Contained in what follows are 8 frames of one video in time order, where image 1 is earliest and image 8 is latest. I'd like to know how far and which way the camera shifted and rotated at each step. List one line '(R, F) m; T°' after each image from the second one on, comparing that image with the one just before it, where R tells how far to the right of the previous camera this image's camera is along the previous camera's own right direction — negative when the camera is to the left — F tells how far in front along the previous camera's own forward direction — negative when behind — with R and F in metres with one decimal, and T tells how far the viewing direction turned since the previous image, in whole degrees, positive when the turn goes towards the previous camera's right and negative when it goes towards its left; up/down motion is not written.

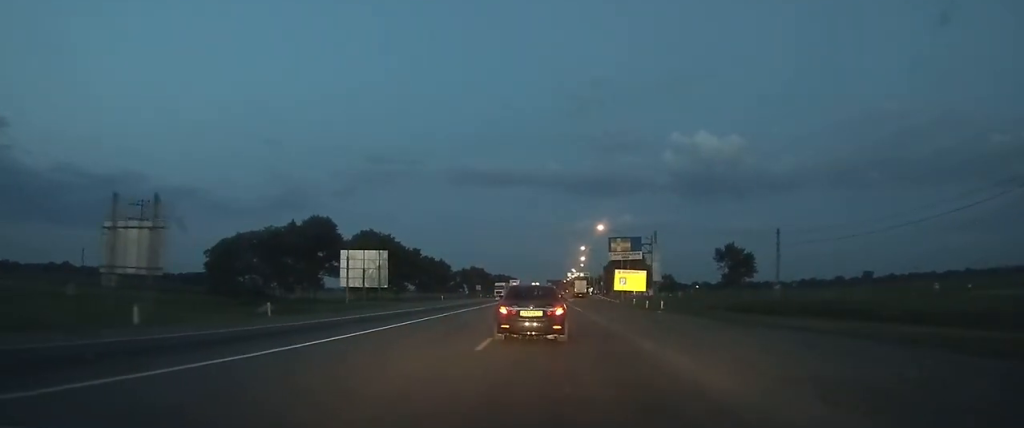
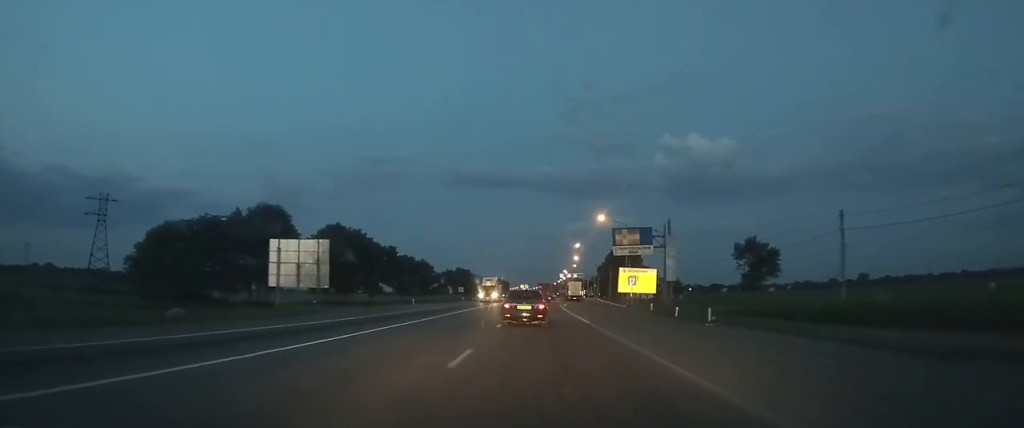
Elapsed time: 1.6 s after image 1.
(+0.1, +13.1) m; +1°
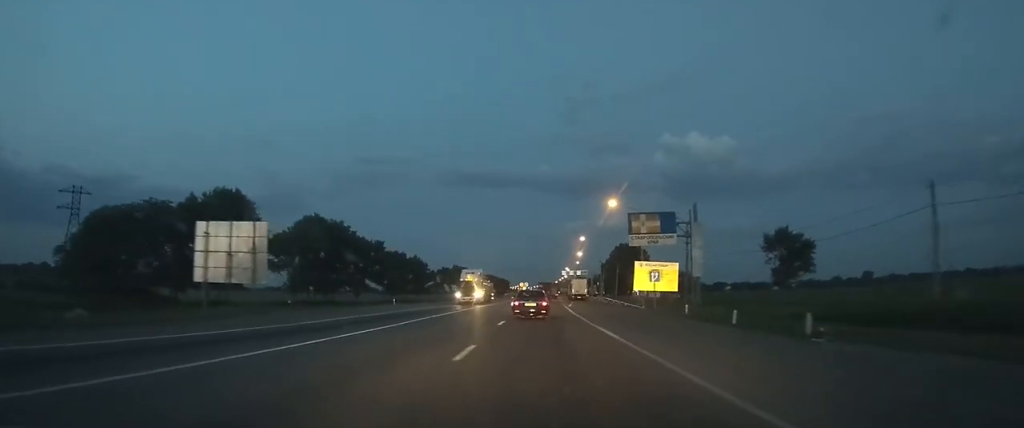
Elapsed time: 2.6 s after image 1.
(+0.1, +10.1) m; +1°
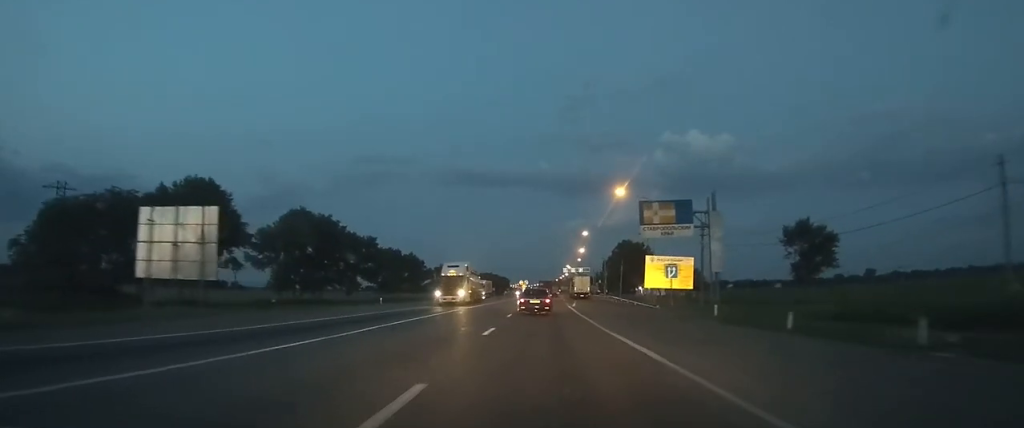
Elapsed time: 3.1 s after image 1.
(0.0, +5.5) m; +1°
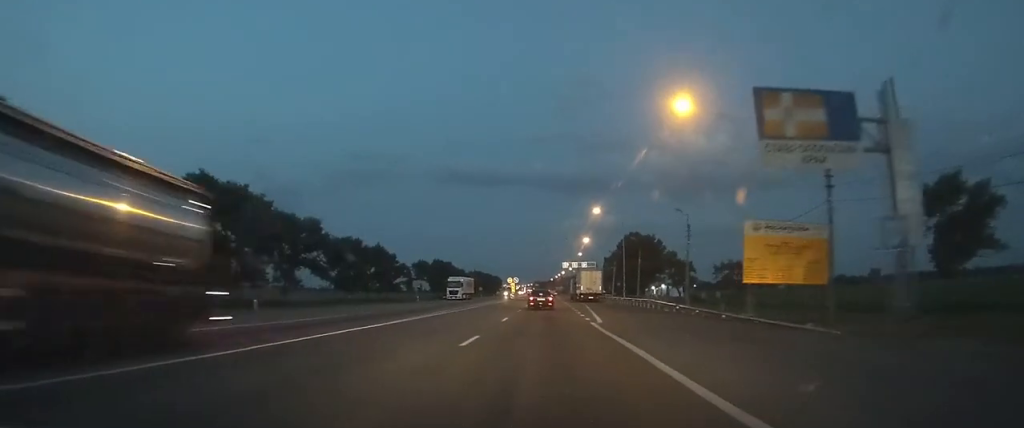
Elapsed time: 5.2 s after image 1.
(+0.3, +27.2) m; +2°
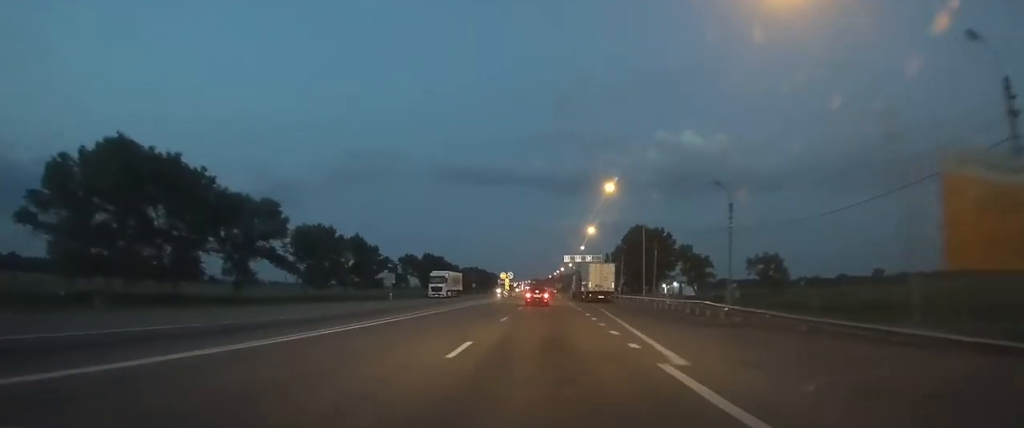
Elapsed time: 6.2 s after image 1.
(+0.2, +14.5) m; +1°
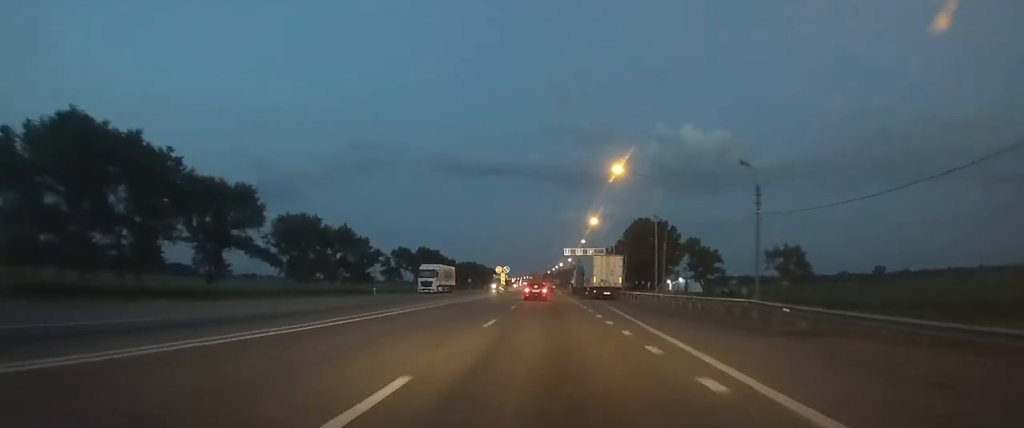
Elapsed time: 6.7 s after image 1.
(0.0, +6.5) m; 0°
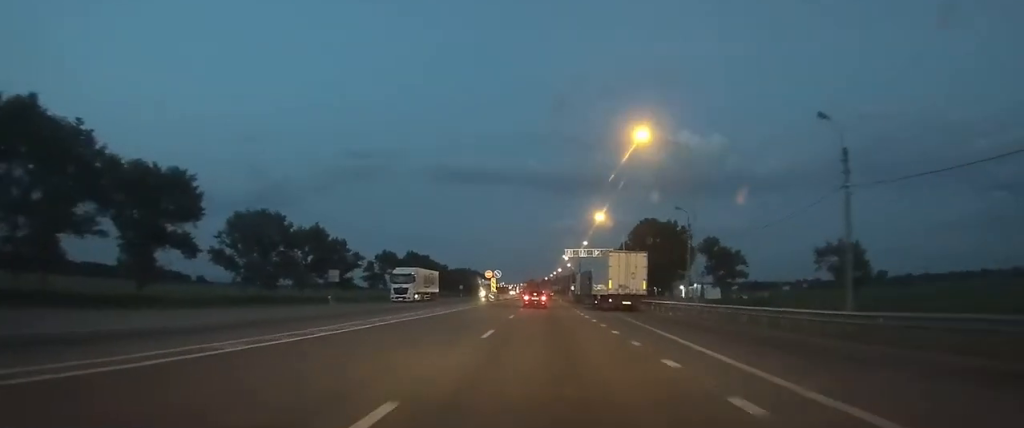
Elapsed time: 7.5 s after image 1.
(0.0, +13.2) m; 0°
